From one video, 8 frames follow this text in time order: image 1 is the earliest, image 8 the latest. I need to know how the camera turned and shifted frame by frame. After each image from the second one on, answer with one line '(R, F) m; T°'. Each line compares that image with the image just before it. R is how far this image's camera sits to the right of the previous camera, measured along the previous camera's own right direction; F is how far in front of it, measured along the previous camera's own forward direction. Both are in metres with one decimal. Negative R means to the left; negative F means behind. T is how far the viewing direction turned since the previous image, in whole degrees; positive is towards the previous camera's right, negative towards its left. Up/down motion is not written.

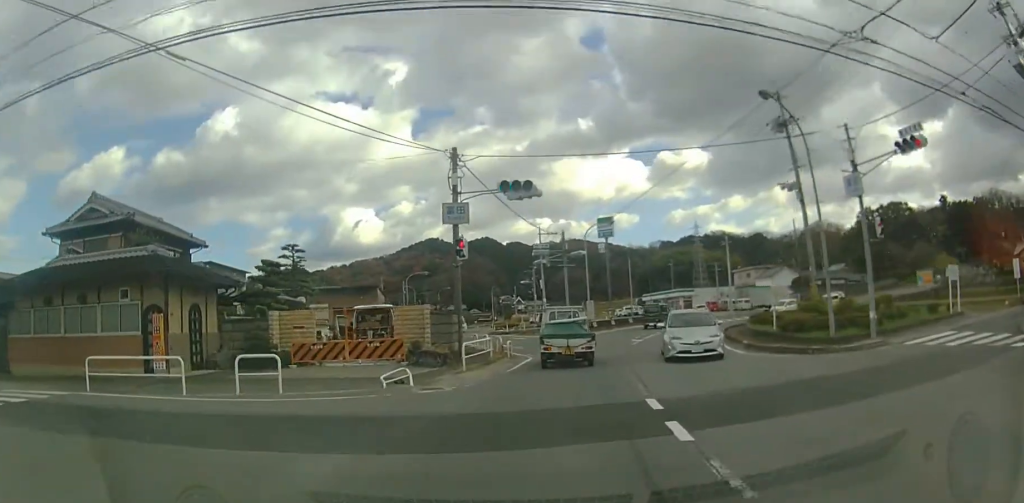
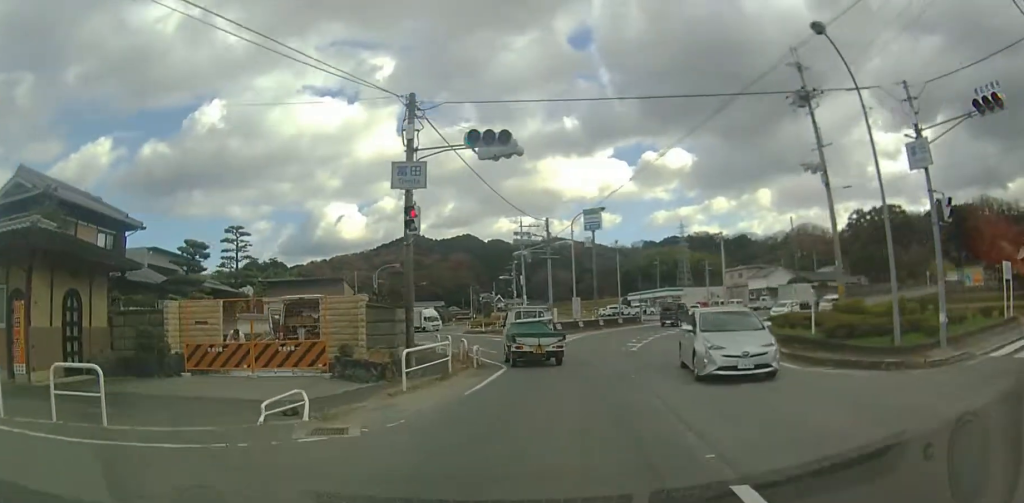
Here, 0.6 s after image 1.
(+0.2, +5.0) m; +3°
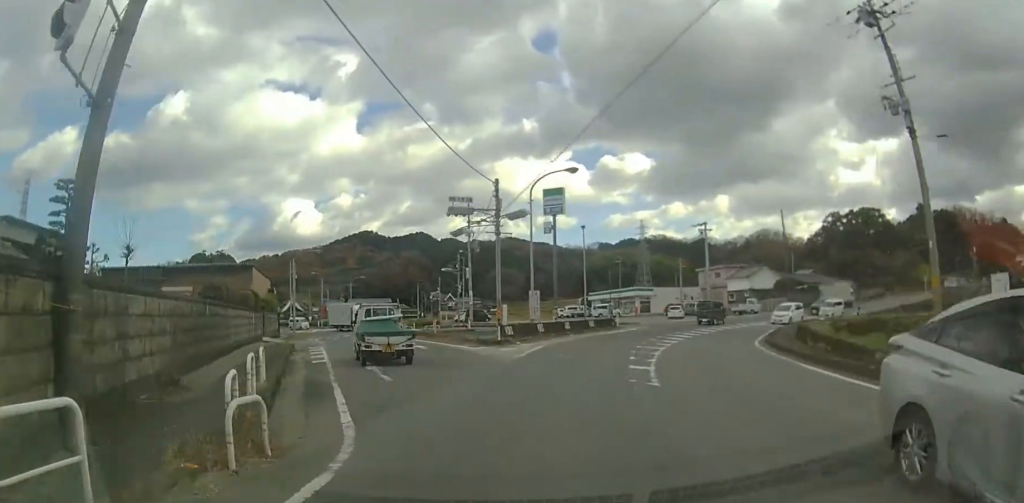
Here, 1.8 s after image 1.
(+0.7, +10.2) m; +6°
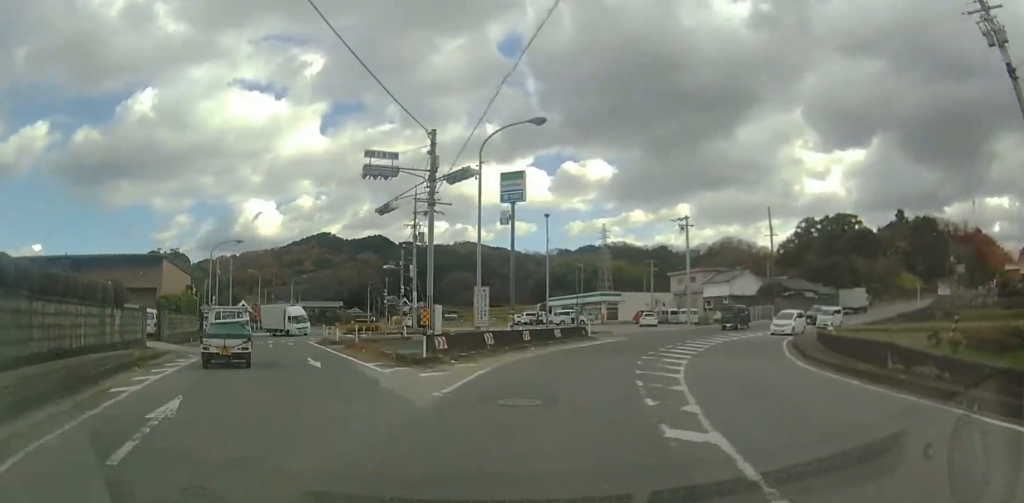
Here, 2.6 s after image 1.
(+0.2, +6.9) m; +4°
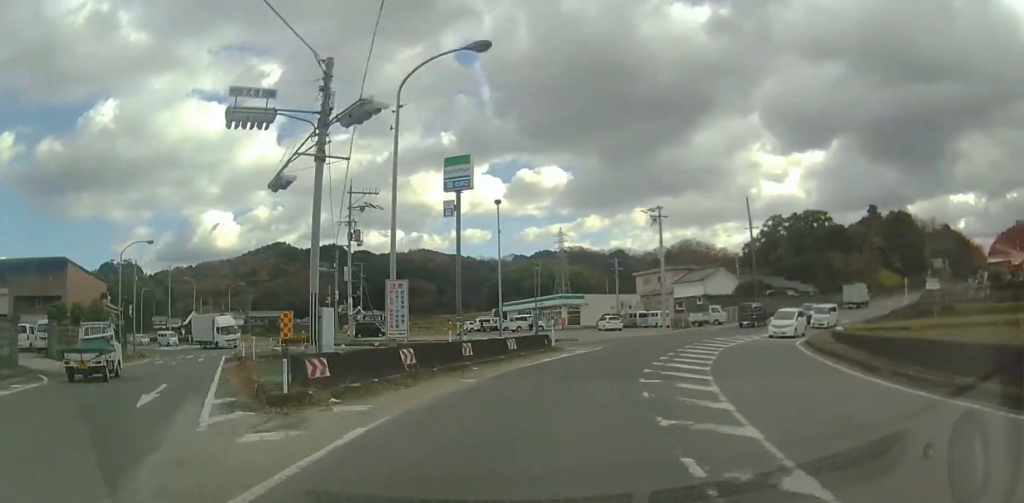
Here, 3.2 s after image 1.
(0.0, +6.1) m; +4°
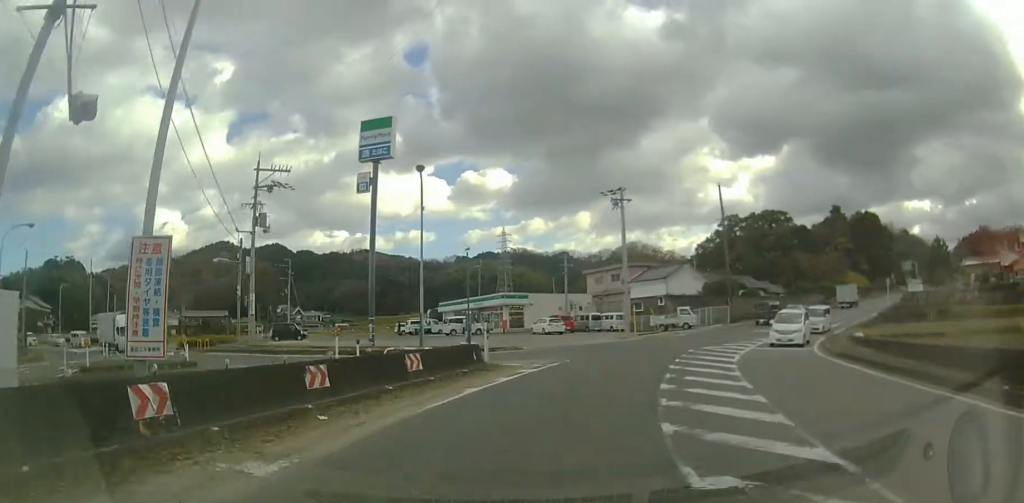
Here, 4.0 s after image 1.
(+0.5, +7.3) m; +5°
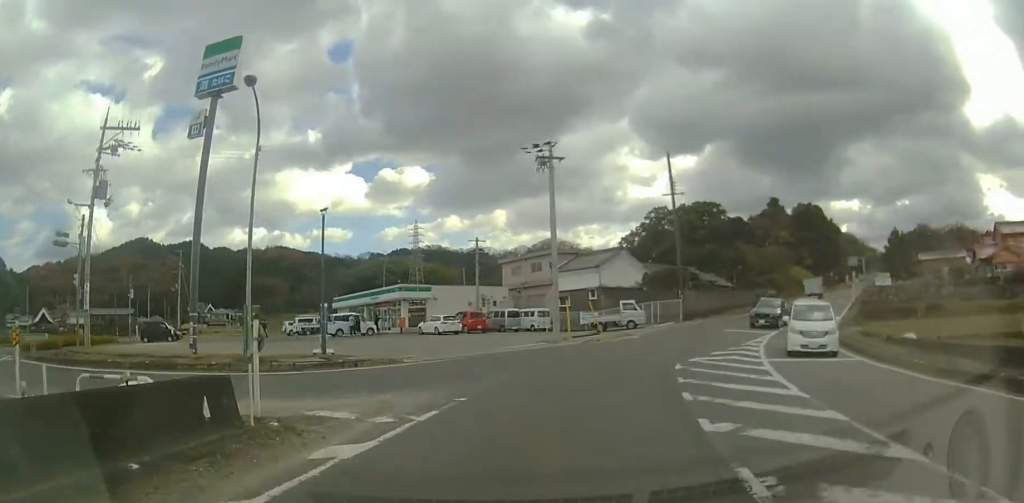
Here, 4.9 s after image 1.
(+0.4, +9.4) m; +7°
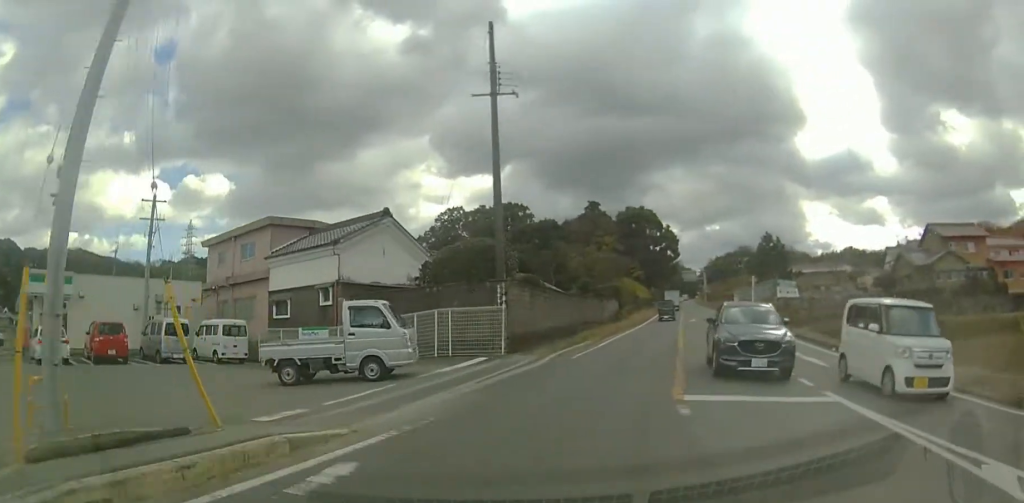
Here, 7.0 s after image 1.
(+4.3, +21.0) m; +24°
